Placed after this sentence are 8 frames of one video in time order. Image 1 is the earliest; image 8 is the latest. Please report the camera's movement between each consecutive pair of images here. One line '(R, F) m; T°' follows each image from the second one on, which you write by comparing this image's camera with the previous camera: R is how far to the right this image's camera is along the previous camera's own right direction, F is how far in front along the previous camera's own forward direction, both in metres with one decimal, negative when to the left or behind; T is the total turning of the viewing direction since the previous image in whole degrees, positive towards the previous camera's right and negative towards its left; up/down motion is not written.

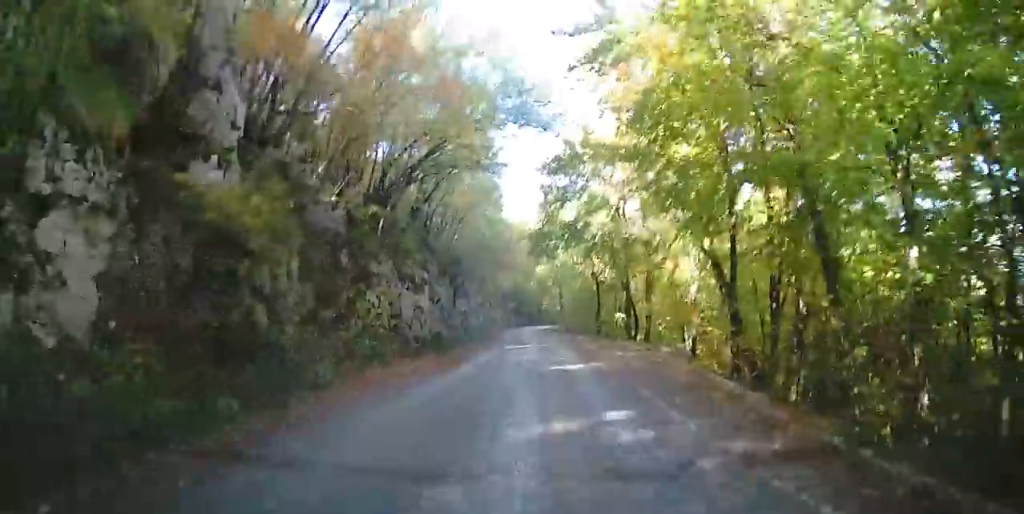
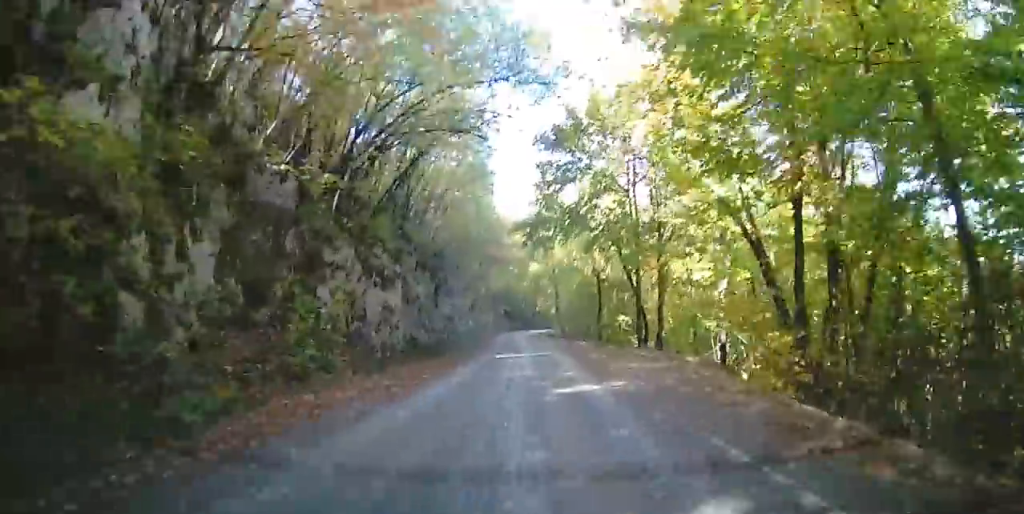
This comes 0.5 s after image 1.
(+0.2, +3.6) m; +4°
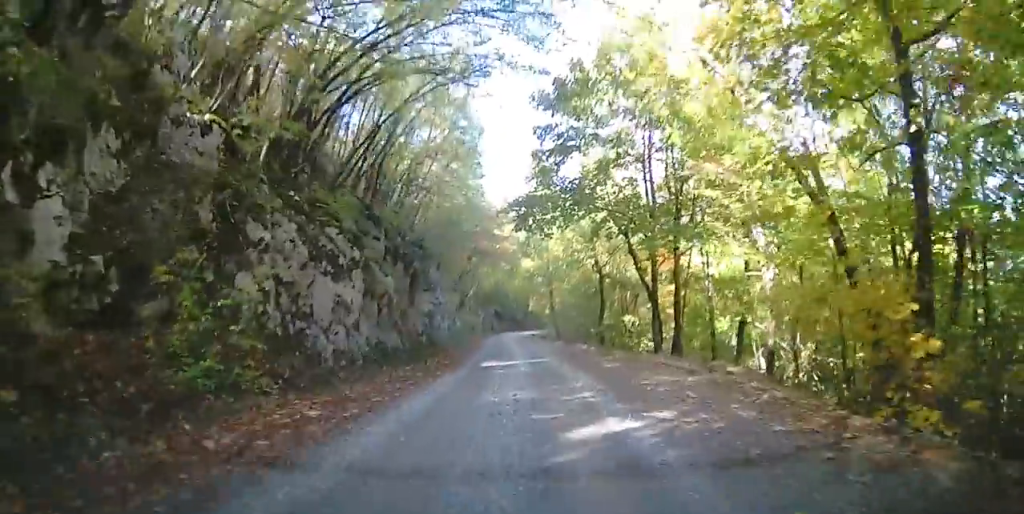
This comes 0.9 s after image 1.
(+0.1, +3.7) m; +1°
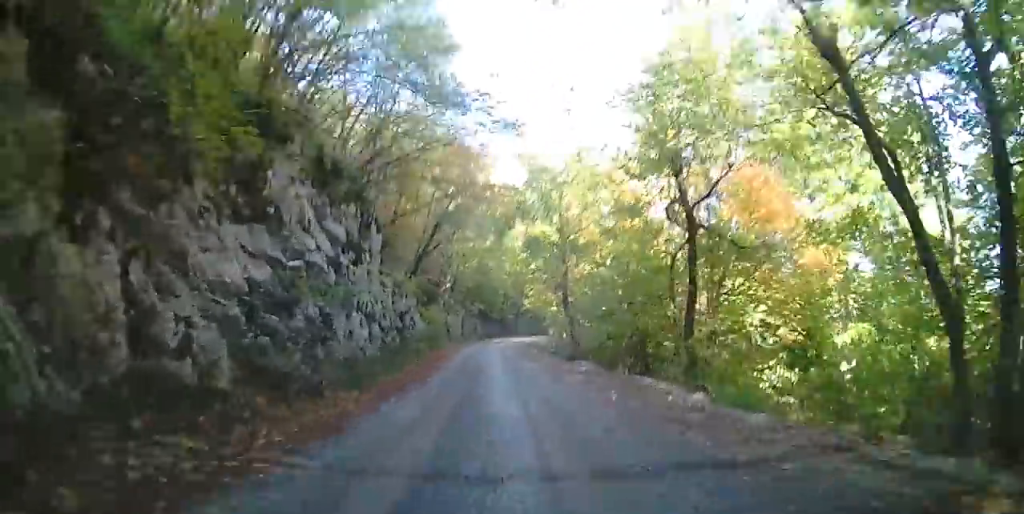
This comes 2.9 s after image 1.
(0.0, +15.7) m; 0°
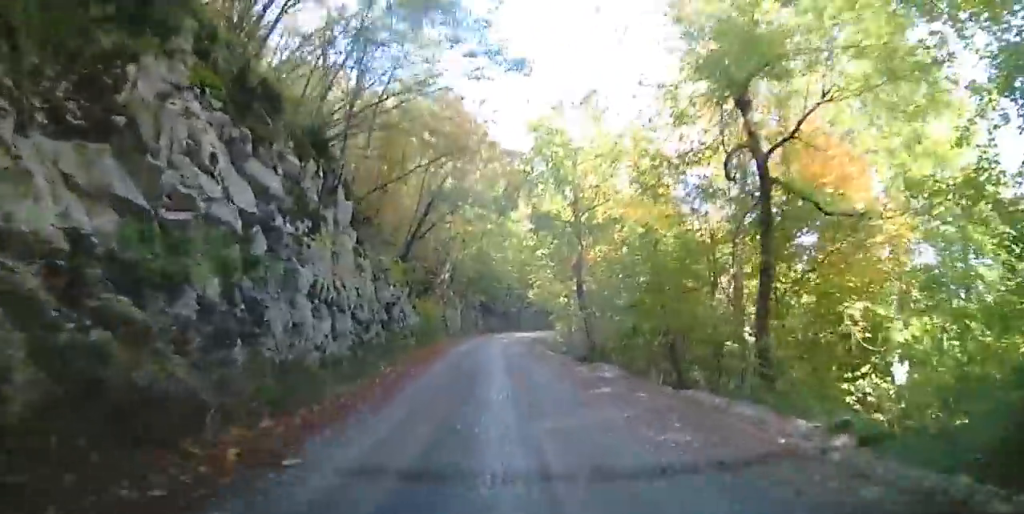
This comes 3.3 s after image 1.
(-0.1, +3.8) m; +1°
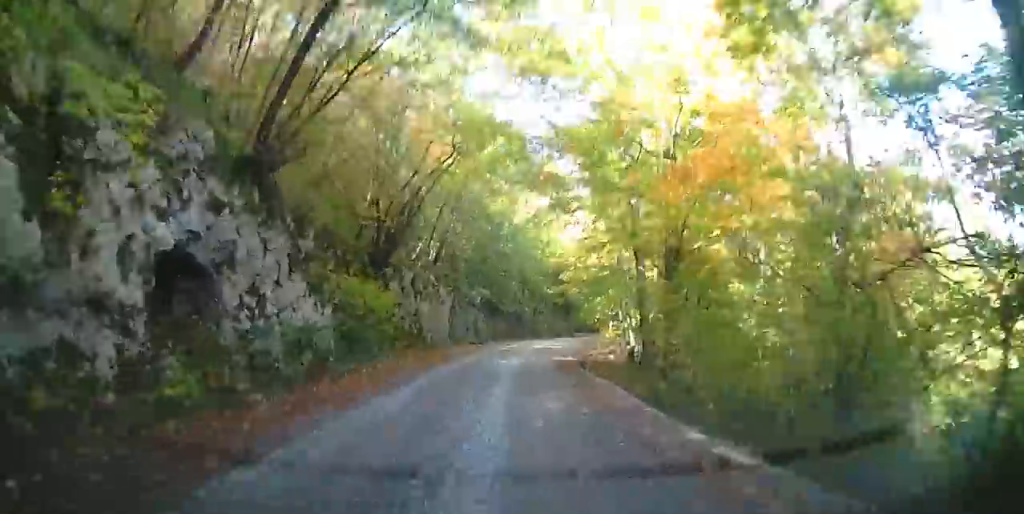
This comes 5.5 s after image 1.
(-0.5, +17.9) m; -3°
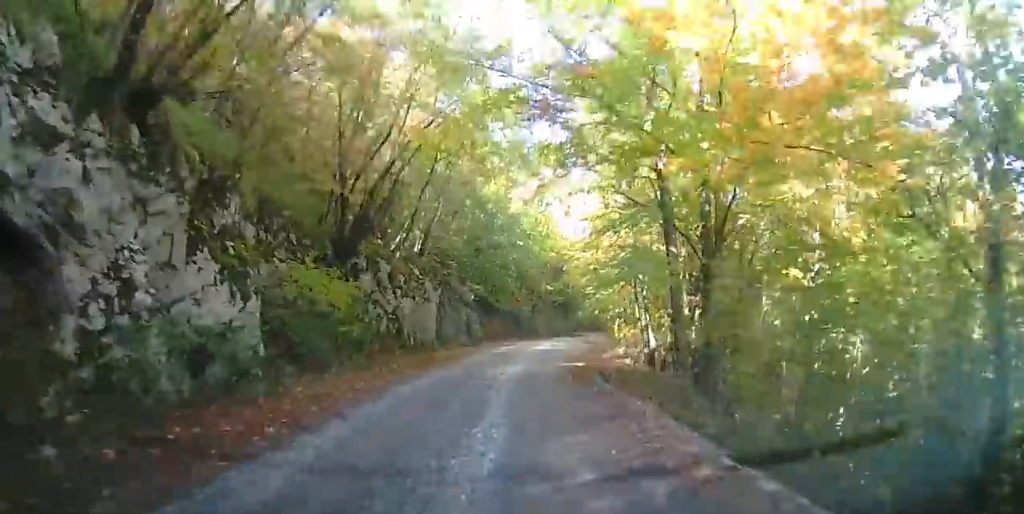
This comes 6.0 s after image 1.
(+0.2, +4.3) m; +2°
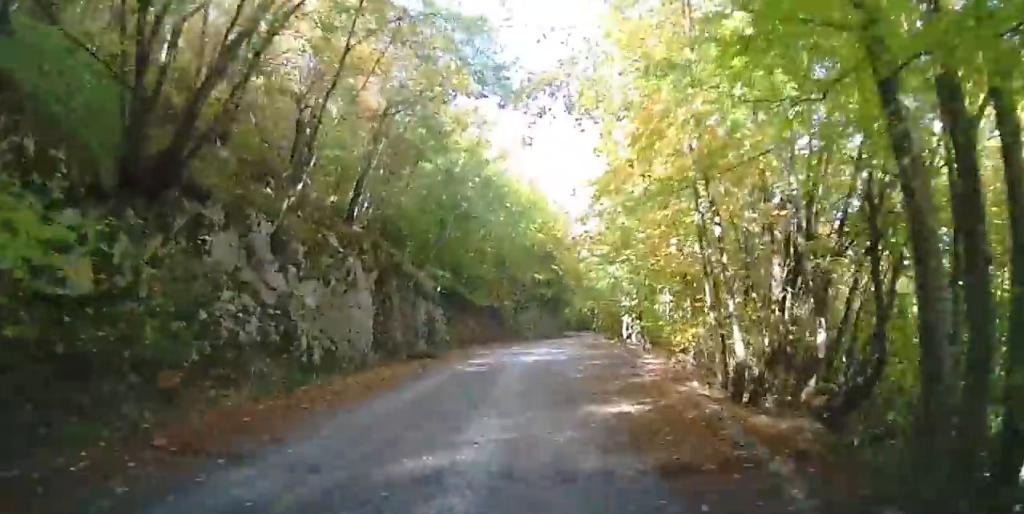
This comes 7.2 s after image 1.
(+0.4, +10.1) m; +2°
